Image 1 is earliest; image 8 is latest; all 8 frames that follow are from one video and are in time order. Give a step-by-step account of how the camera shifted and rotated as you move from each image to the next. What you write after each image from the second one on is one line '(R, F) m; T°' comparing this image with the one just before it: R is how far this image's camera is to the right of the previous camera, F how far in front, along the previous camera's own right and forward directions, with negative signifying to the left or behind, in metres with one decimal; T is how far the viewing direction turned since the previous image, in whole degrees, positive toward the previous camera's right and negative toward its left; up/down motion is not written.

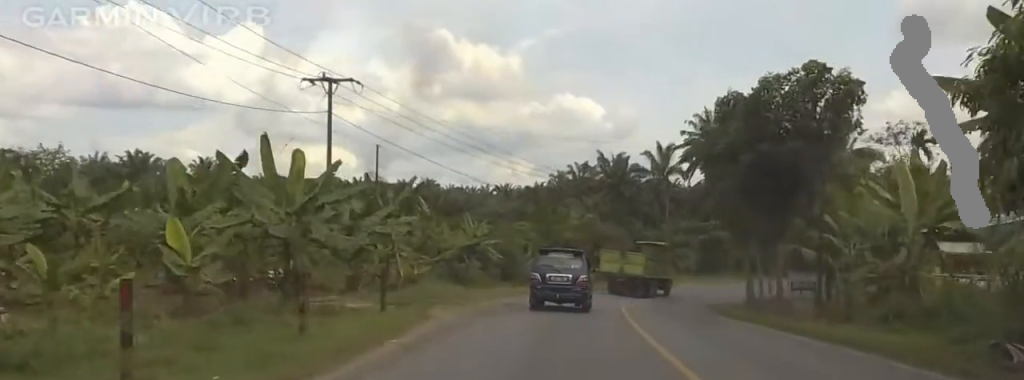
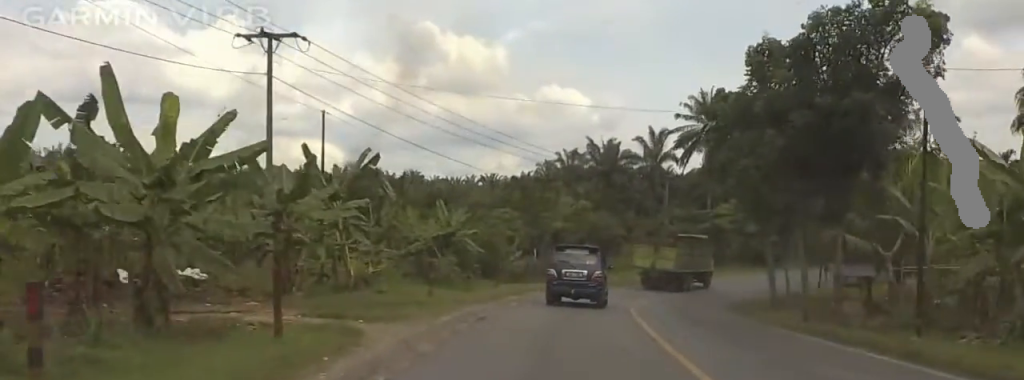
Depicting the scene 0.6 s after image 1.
(0.0, +7.5) m; 0°
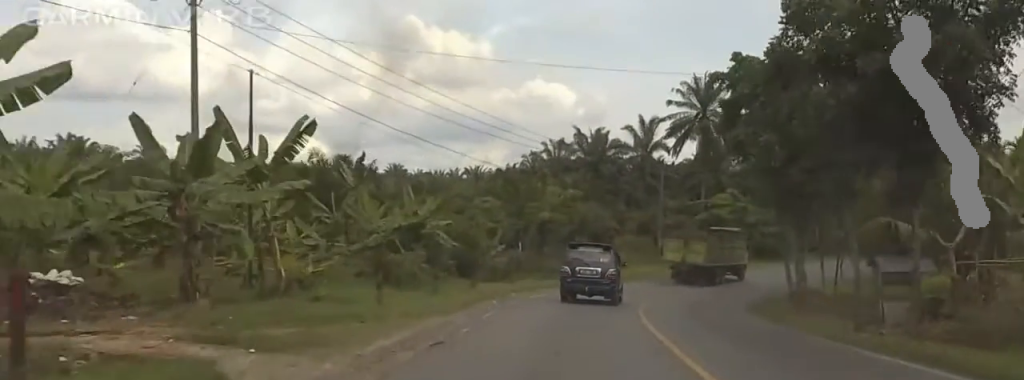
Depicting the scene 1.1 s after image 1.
(0.0, +6.2) m; +2°
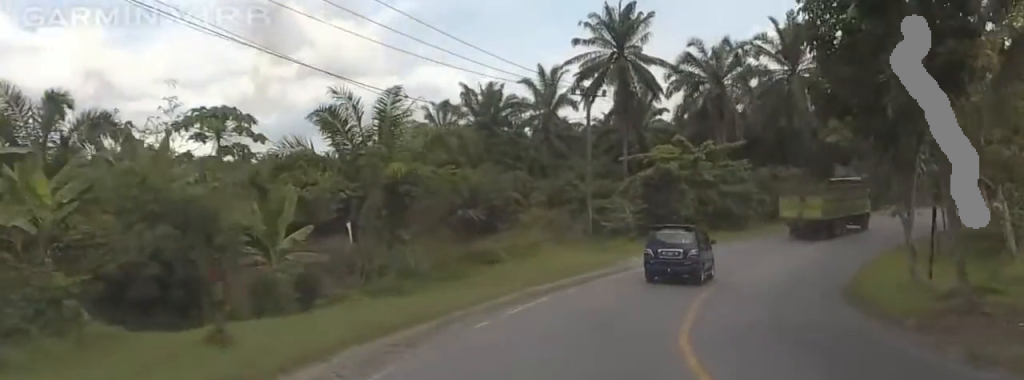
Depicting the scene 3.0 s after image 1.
(+1.5, +25.1) m; +9°
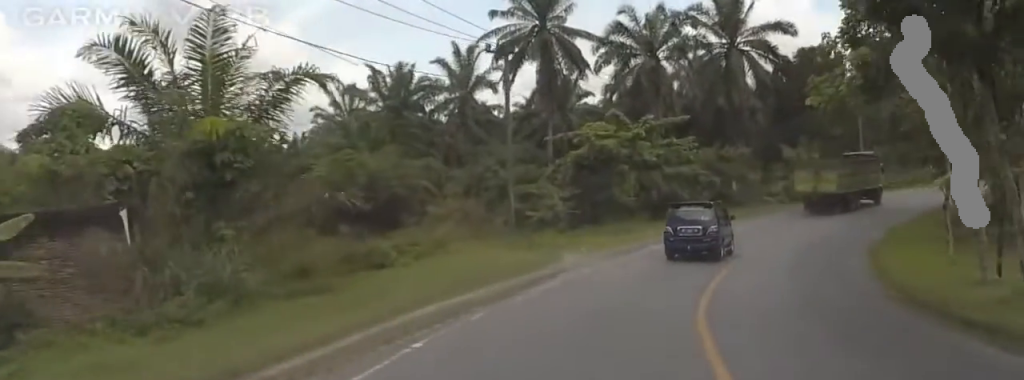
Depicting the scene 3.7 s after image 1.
(+0.1, +9.9) m; +6°
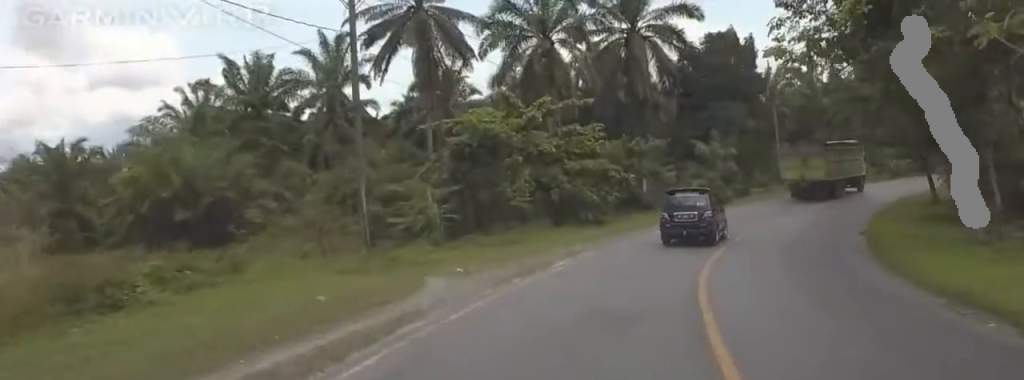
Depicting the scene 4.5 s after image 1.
(+1.2, +11.4) m; +6°
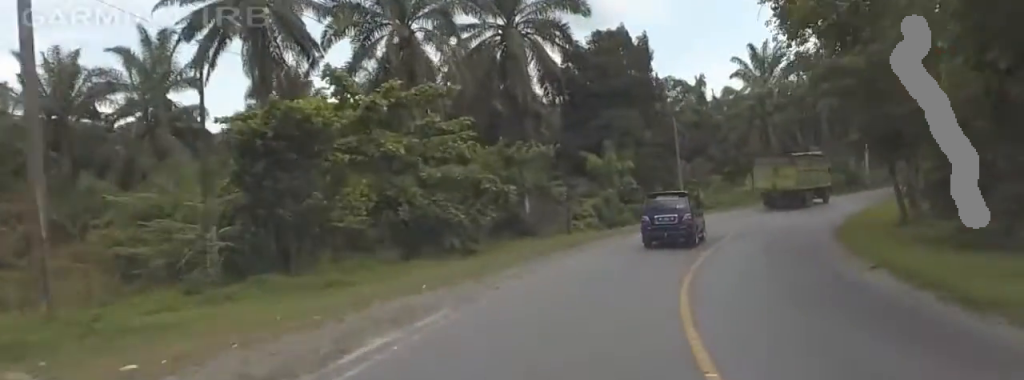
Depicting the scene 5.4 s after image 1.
(+0.1, +12.8) m; +4°
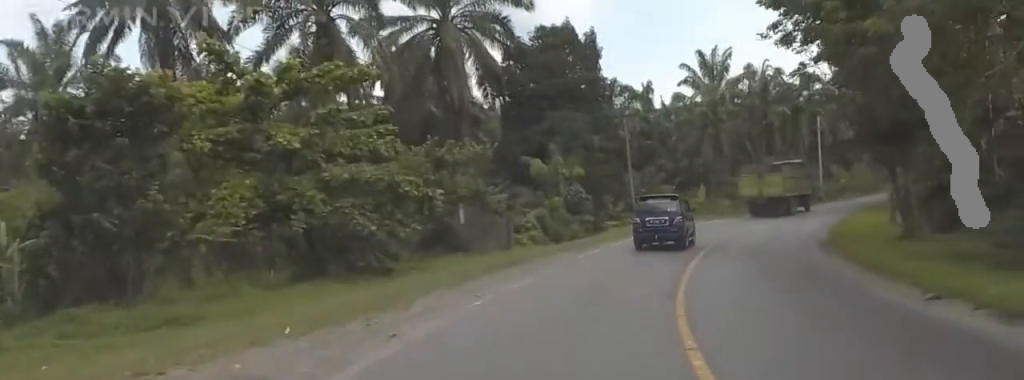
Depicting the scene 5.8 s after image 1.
(+0.2, +6.3) m; +3°
